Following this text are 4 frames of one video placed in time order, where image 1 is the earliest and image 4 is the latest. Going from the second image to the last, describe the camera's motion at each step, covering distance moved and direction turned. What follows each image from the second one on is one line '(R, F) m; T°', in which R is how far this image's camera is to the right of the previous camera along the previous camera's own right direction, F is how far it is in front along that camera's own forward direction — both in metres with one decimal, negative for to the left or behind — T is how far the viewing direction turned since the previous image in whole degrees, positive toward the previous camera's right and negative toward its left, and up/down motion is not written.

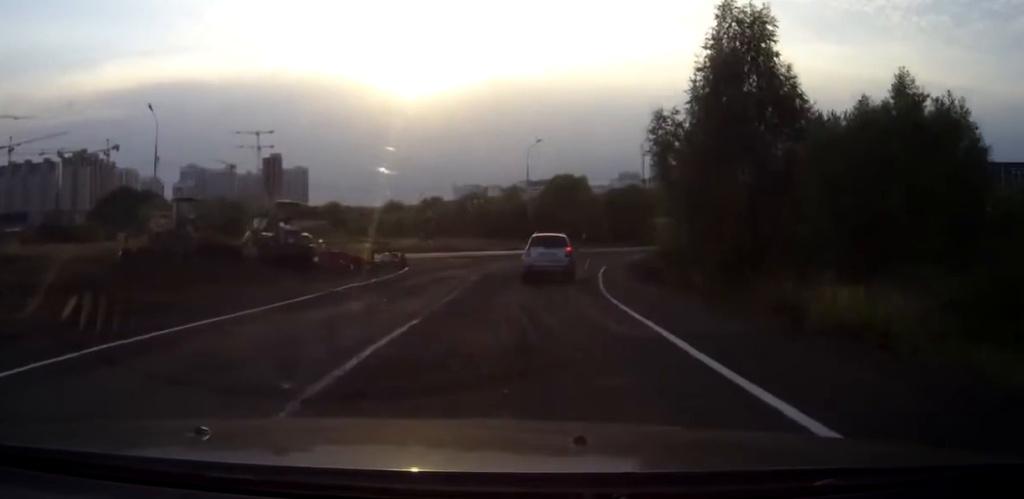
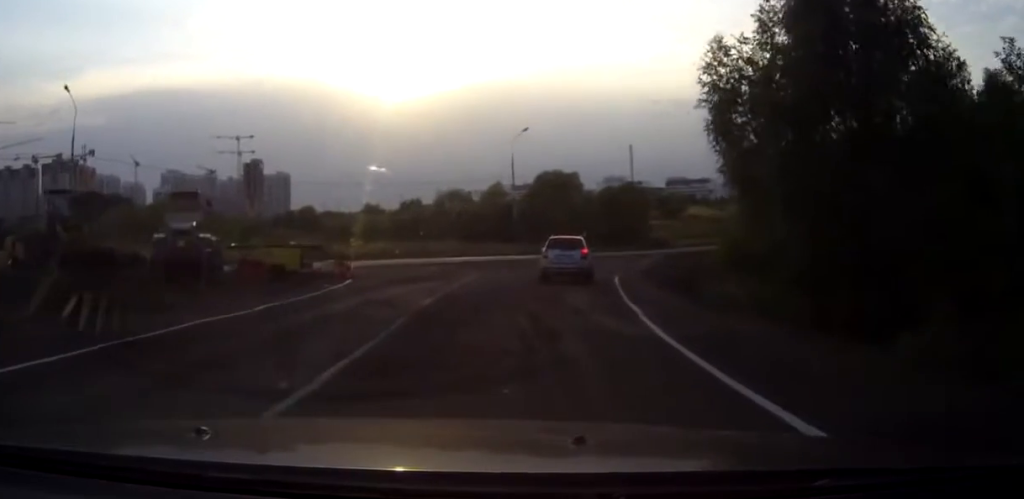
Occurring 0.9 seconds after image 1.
(+0.1, +10.8) m; +1°
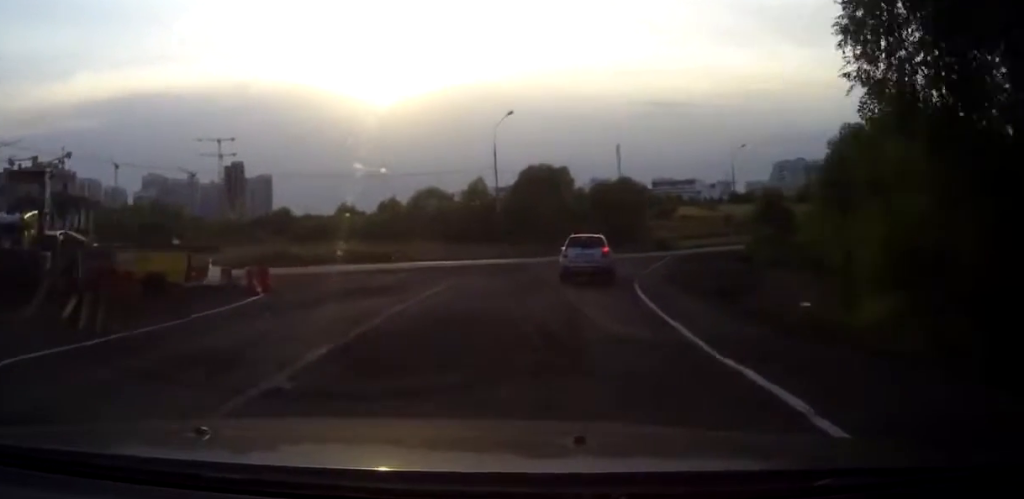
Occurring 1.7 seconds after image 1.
(+0.1, +9.1) m; +1°
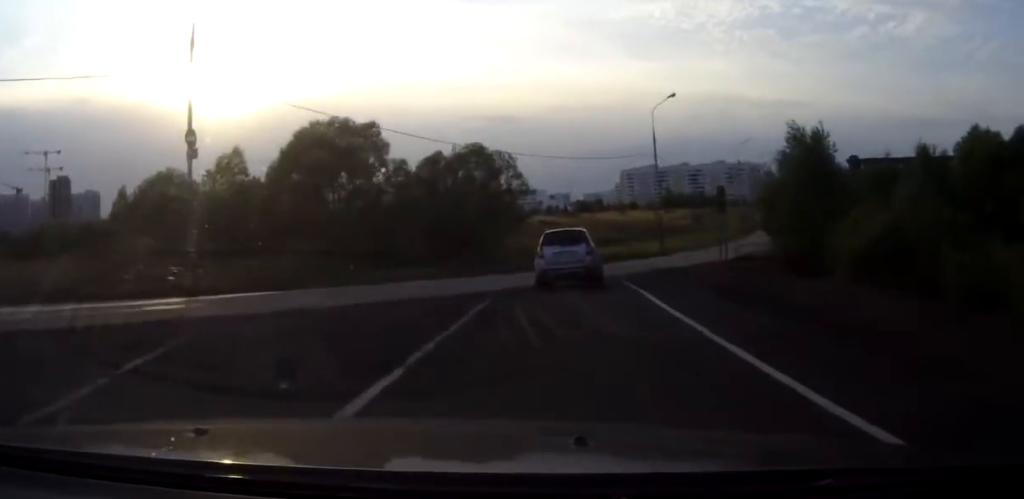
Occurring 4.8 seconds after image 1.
(+3.2, +36.2) m; +11°
